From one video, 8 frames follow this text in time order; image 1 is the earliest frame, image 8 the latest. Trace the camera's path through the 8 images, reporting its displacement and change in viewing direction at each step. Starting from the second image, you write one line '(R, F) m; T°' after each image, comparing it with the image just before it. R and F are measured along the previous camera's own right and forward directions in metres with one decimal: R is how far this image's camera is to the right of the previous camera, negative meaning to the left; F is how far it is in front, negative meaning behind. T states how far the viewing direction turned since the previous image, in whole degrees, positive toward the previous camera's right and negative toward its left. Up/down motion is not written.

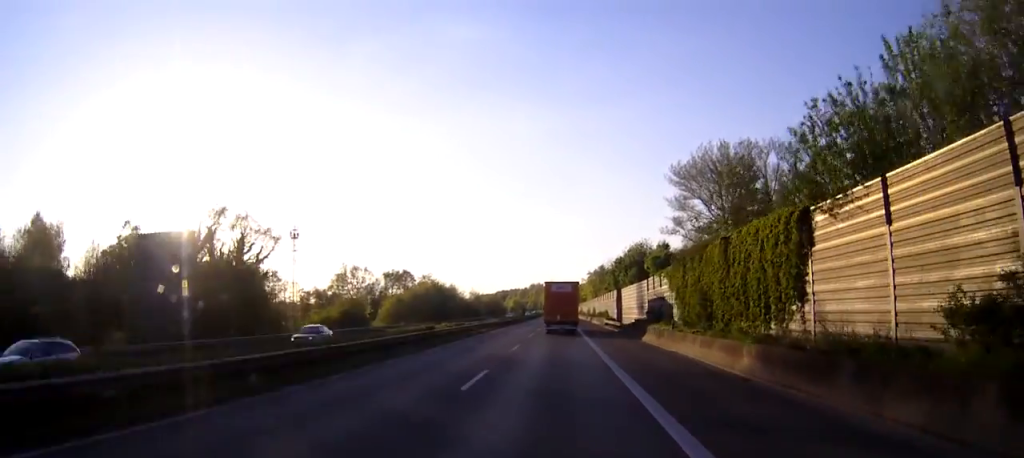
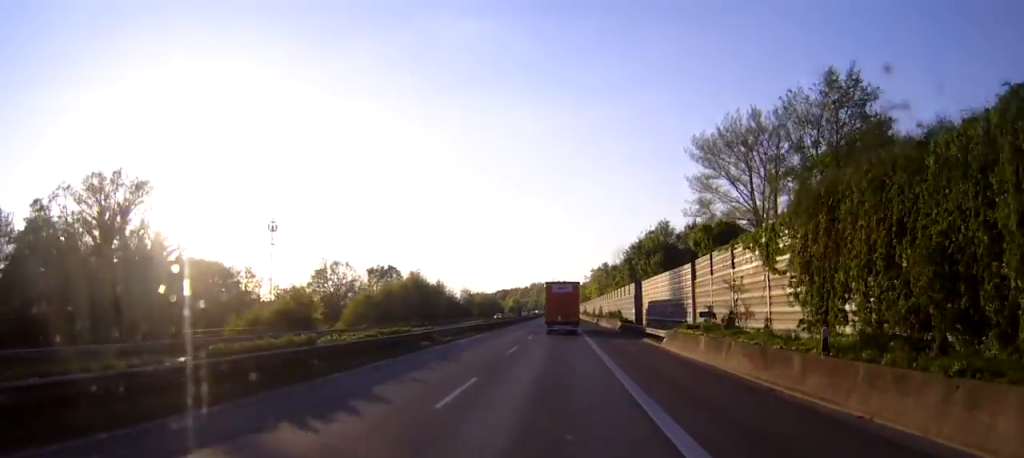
(0.0, +20.6) m; 0°
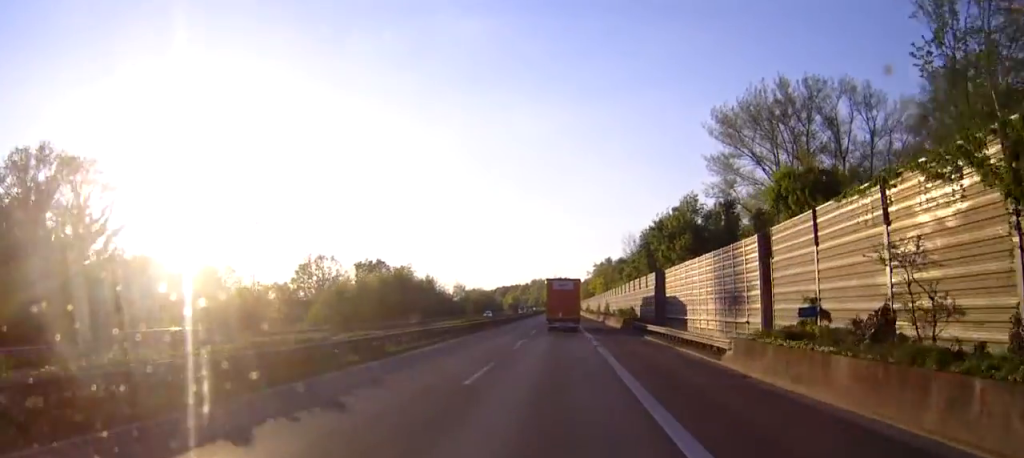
(0.0, +14.1) m; 0°
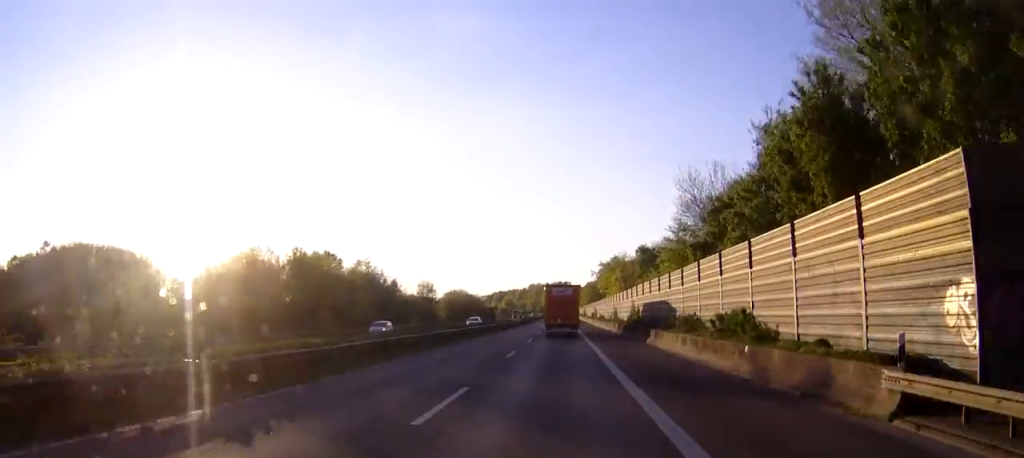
(-0.1, +42.3) m; 0°
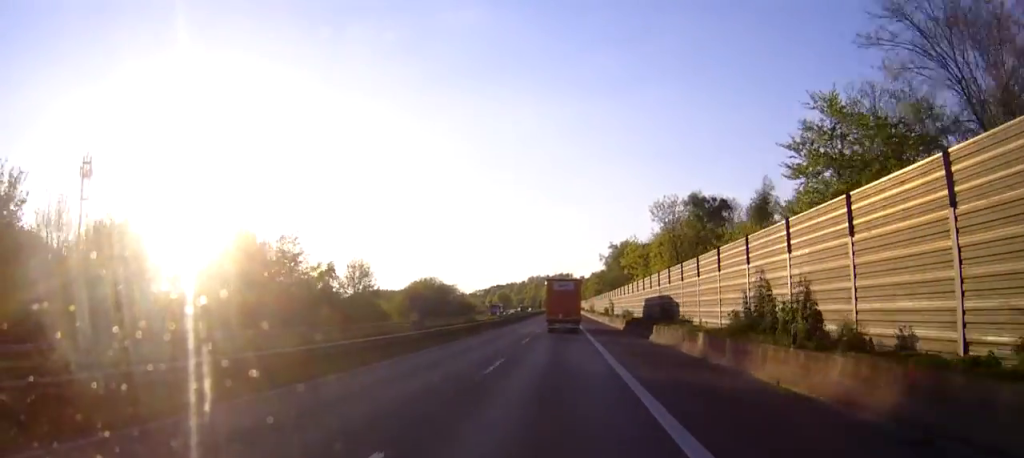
(0.0, +44.3) m; 0°
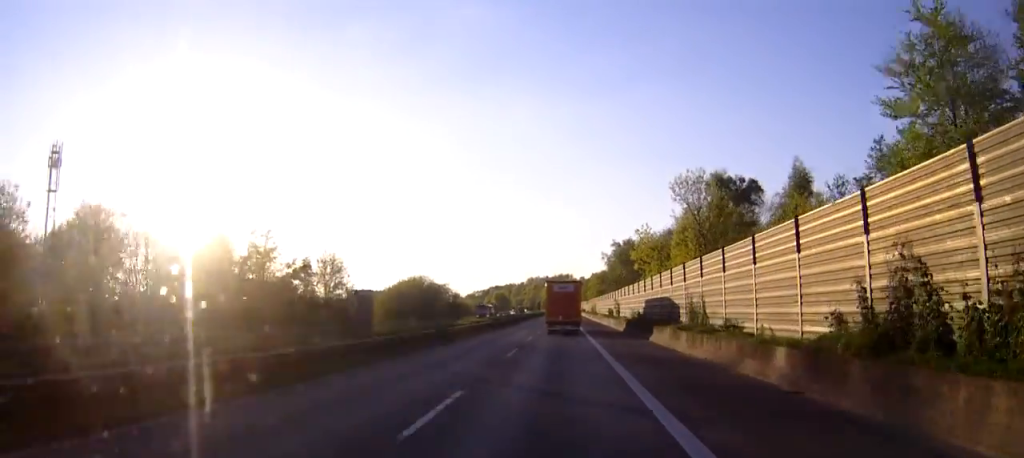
(0.0, +10.9) m; 0°
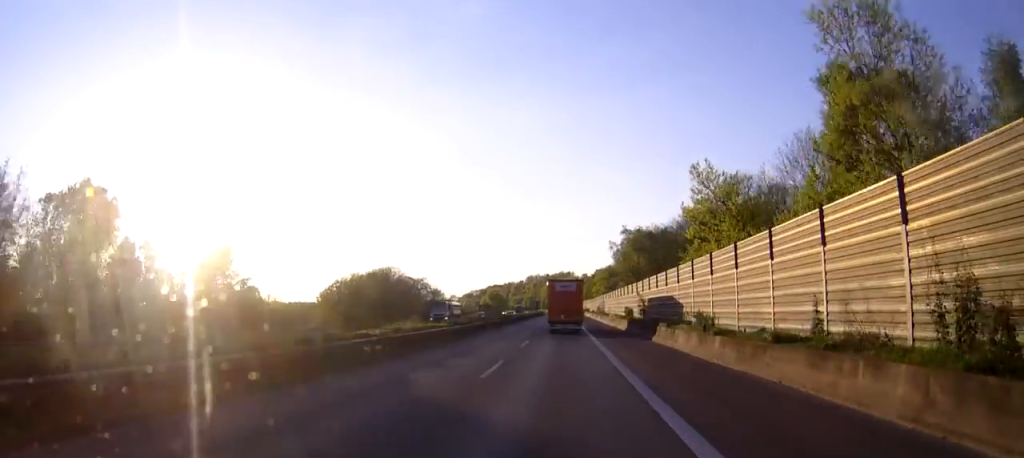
(0.0, +26.8) m; 0°
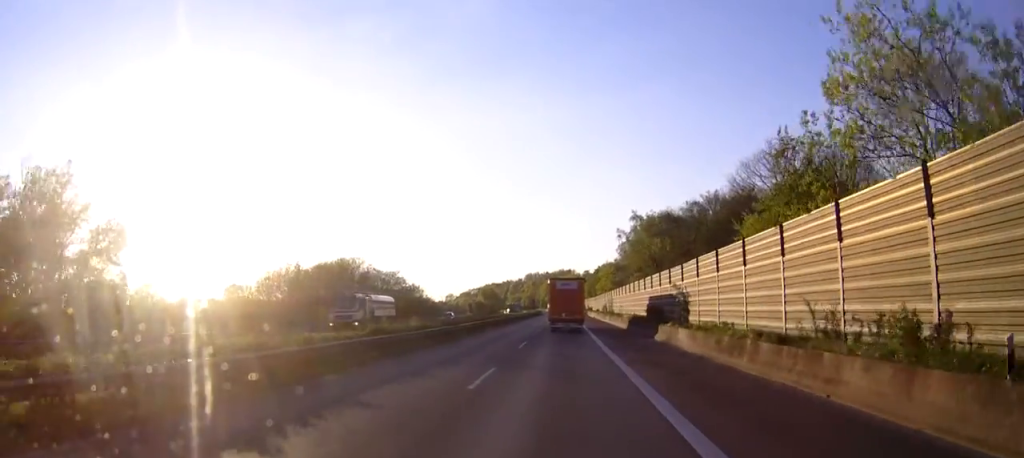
(0.0, +20.9) m; 0°
